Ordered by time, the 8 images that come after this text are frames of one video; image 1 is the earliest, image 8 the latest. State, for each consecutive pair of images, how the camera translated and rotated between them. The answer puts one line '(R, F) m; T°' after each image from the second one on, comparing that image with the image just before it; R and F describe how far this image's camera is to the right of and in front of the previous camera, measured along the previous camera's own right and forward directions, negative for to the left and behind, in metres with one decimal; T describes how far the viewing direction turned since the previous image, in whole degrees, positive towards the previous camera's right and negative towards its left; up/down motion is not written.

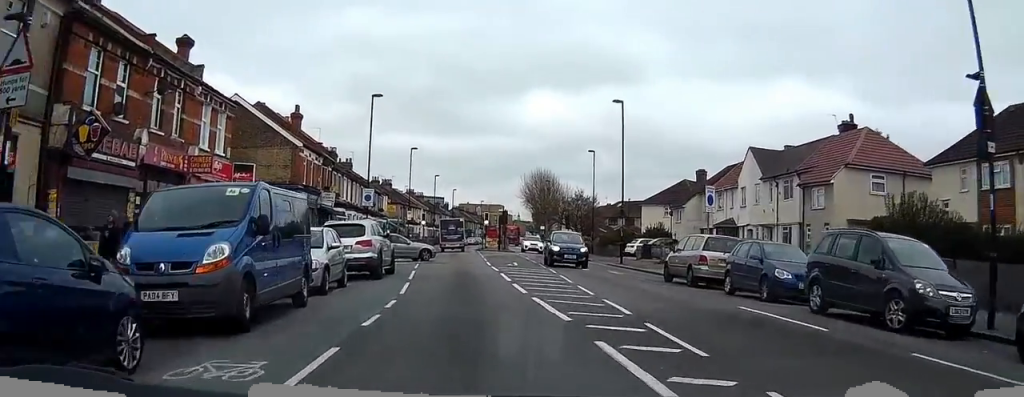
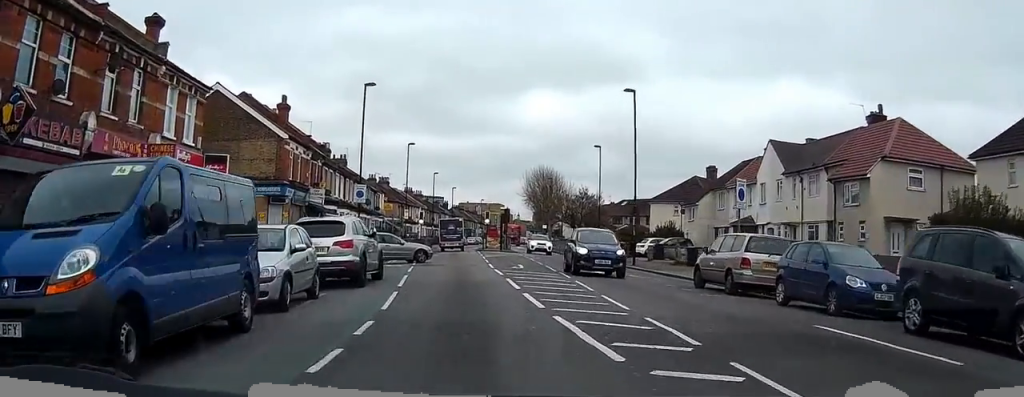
(+0.1, +3.7) m; -1°
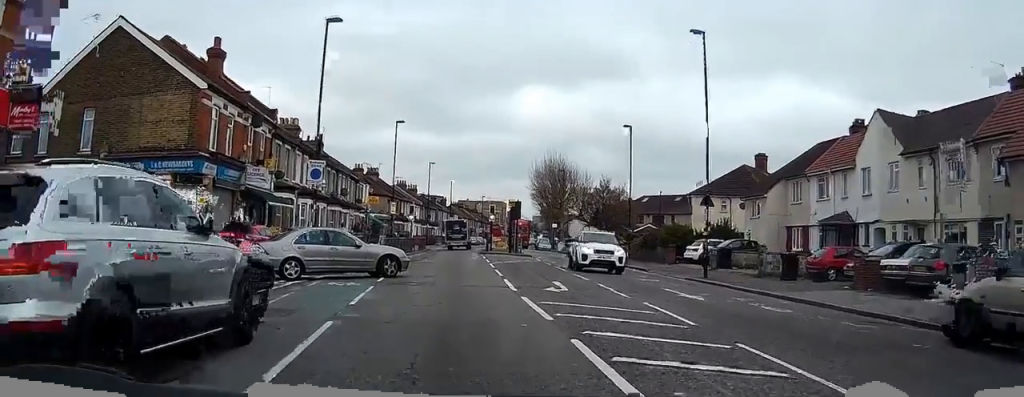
(-0.1, +13.5) m; +2°
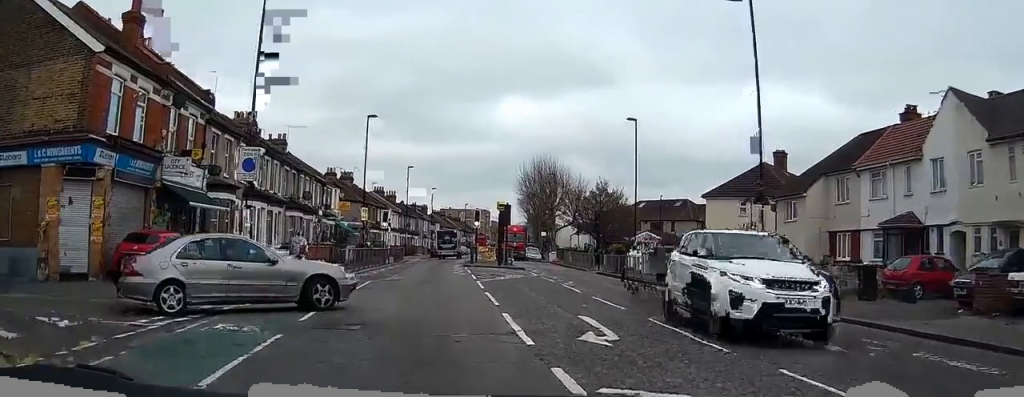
(+0.2, +7.5) m; +2°
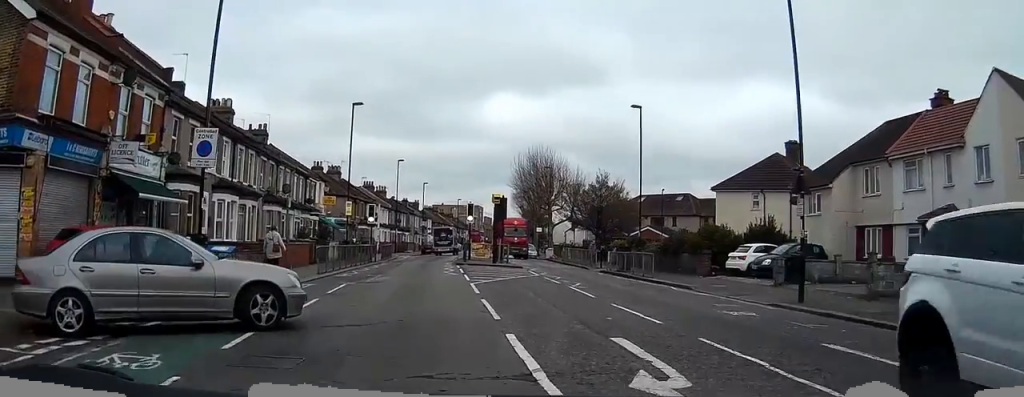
(0.0, +3.3) m; 0°
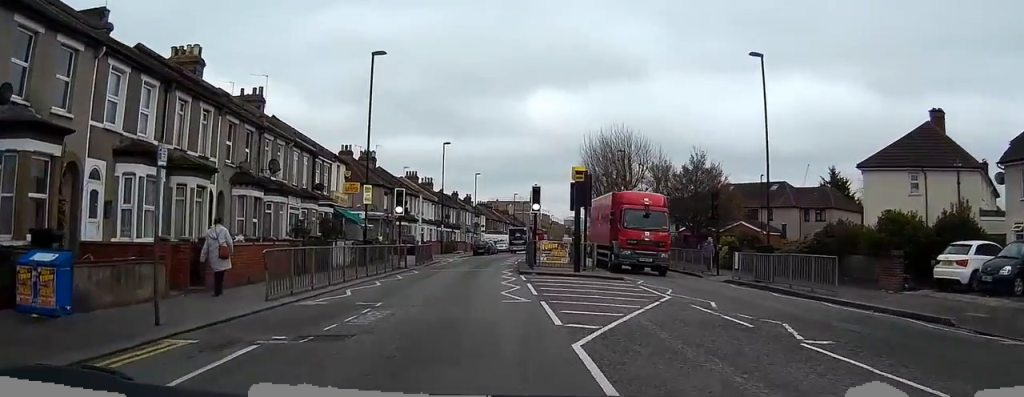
(-0.2, +13.2) m; -4°
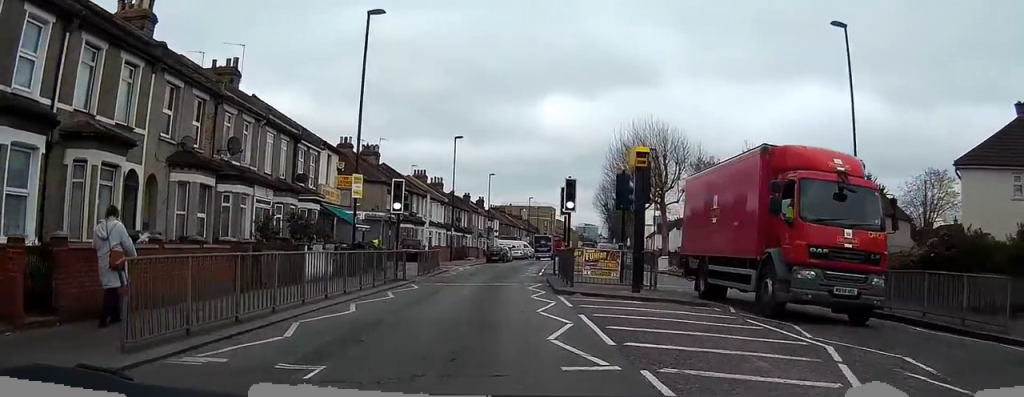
(-0.2, +7.4) m; -1°
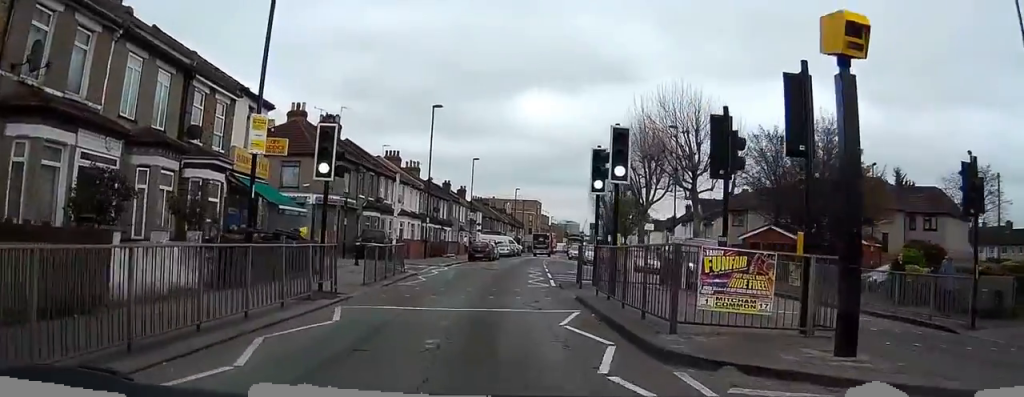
(+0.2, +11.7) m; +2°
